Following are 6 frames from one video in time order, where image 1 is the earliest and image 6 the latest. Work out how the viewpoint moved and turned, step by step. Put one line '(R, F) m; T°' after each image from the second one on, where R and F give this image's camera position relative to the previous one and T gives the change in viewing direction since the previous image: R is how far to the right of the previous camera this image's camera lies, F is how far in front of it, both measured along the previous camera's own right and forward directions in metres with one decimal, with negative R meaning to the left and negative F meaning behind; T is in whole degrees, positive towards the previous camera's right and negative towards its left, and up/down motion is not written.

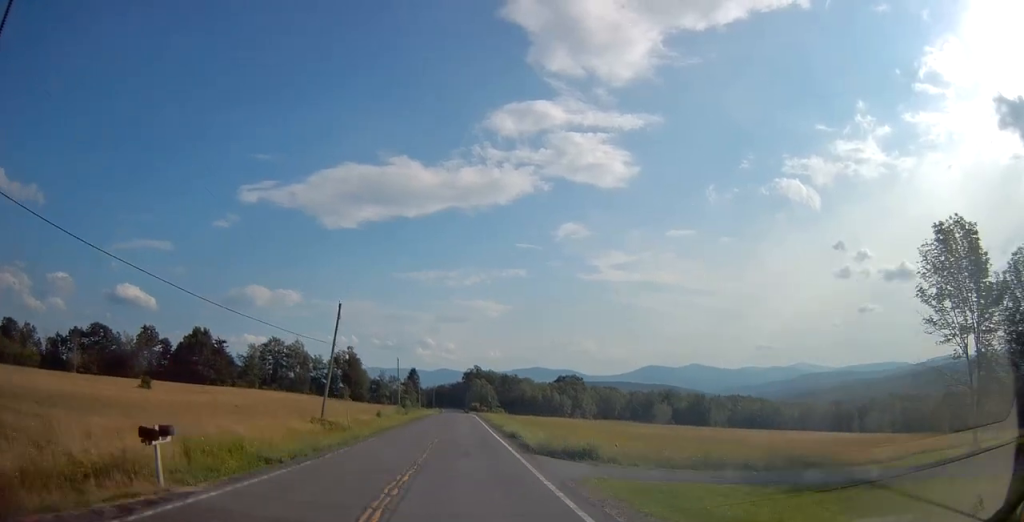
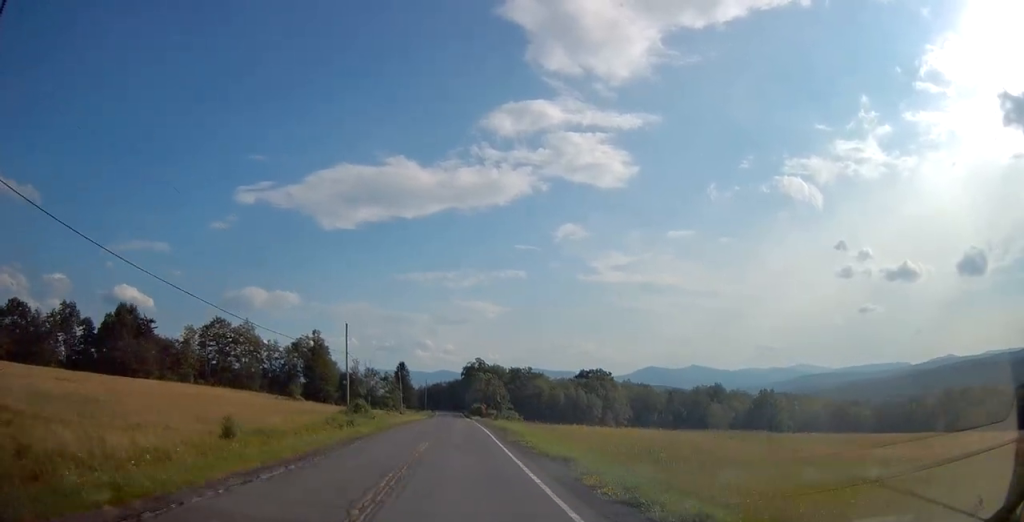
(-0.1, +44.6) m; -1°
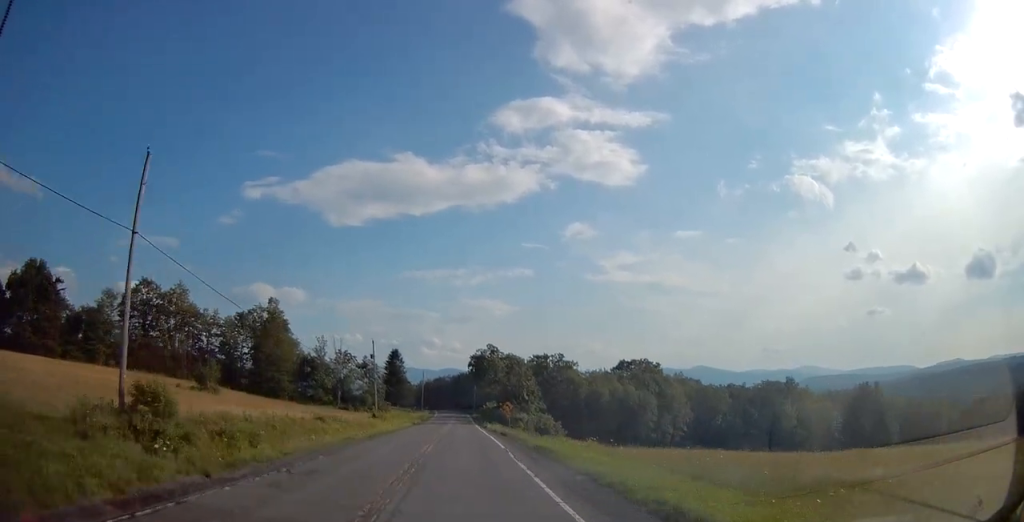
(-0.3, +40.0) m; 0°
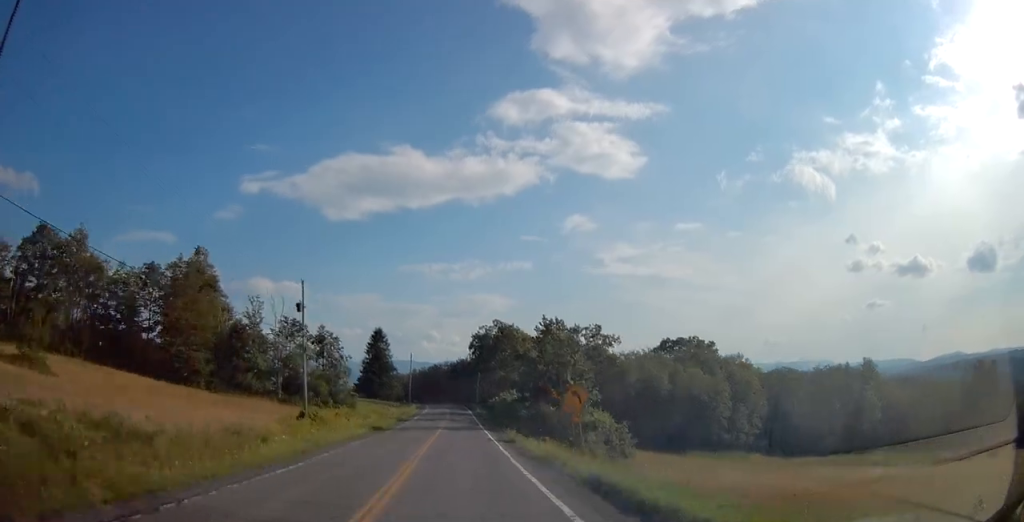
(+0.2, +32.5) m; 0°
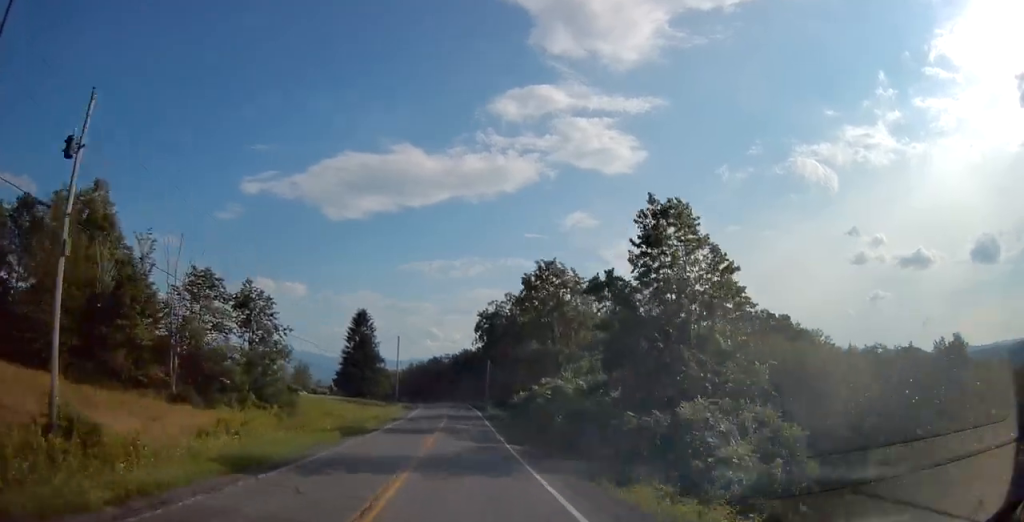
(-0.2, +26.8) m; -1°
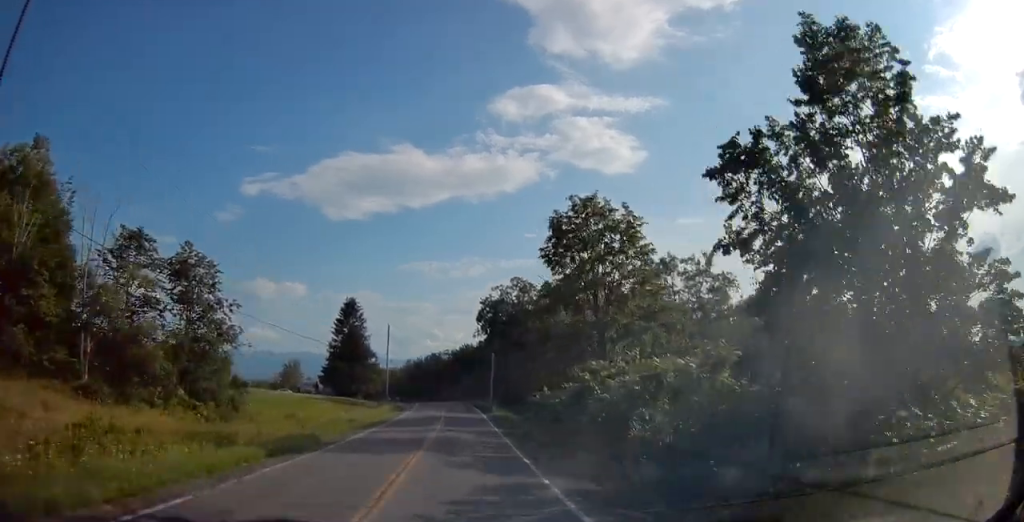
(0.0, +11.4) m; 0°
